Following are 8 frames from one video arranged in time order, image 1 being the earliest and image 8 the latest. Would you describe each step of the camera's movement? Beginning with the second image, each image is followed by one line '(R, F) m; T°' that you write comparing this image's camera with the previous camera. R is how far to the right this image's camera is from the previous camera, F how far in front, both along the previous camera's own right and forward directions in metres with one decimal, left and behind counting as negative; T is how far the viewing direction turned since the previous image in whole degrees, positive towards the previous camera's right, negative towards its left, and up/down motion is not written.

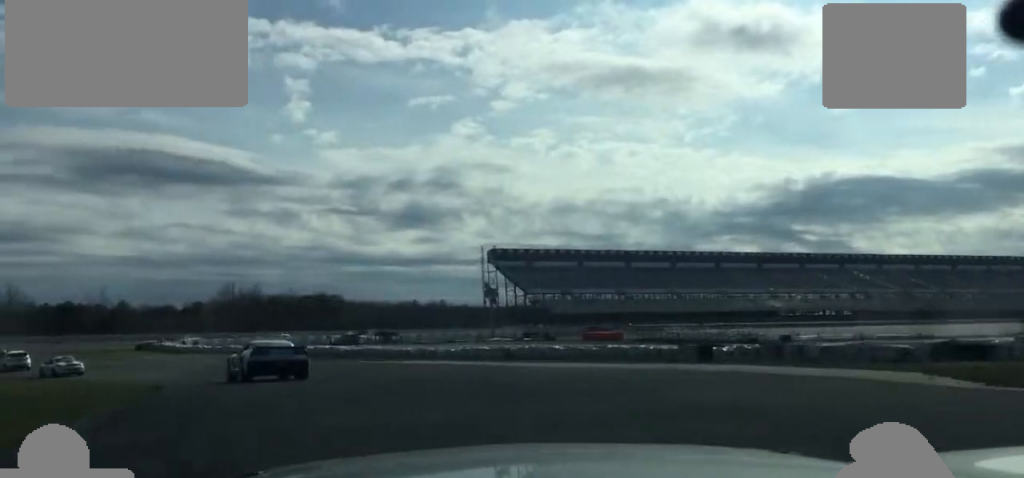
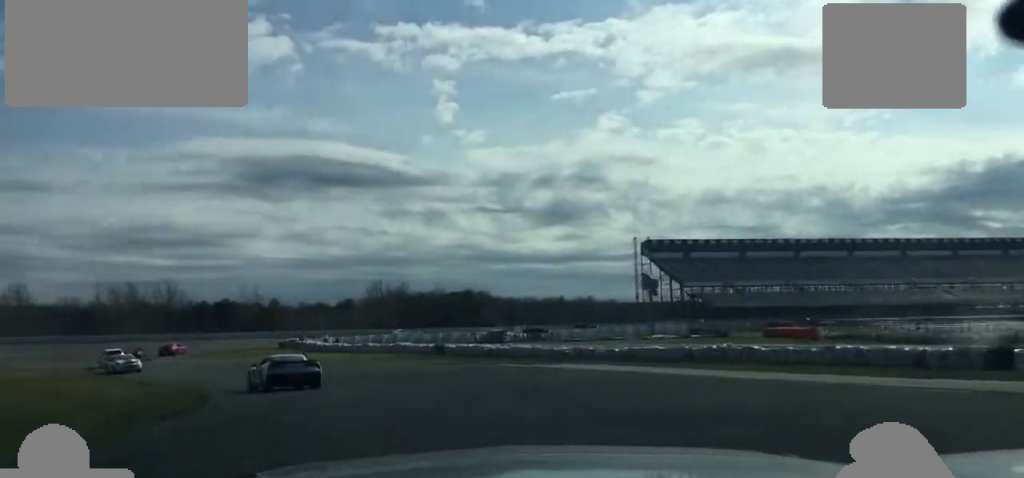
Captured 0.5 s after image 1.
(-0.6, +11.4) m; -11°
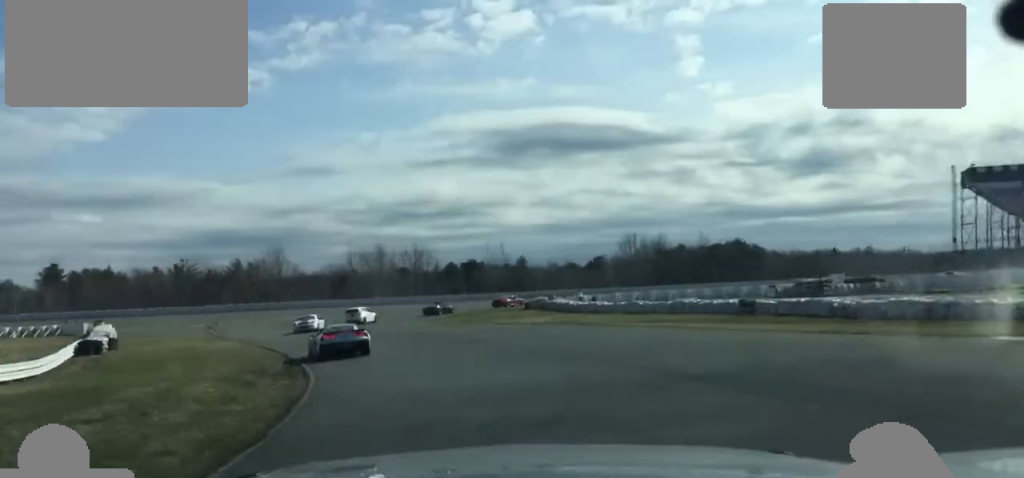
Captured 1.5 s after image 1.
(-3.1, +22.2) m; -13°
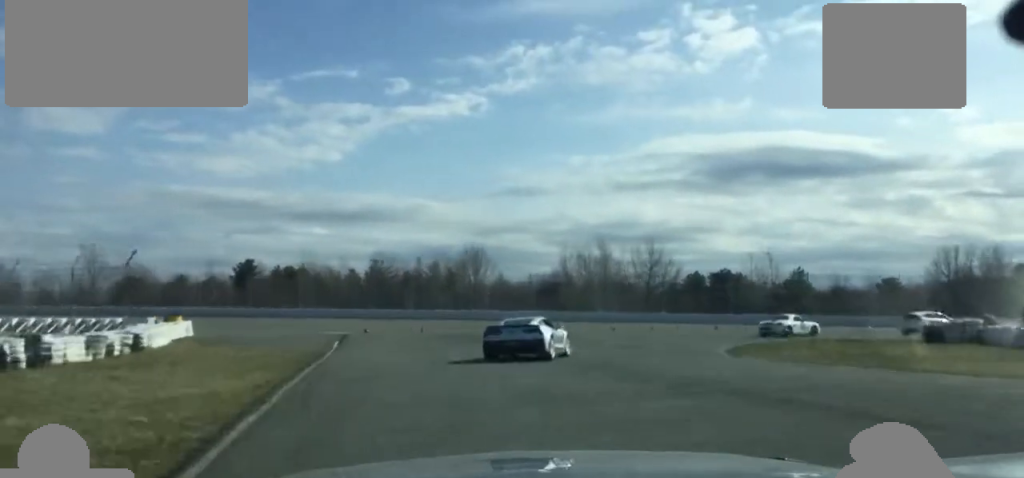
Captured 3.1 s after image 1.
(-3.5, +35.4) m; -4°
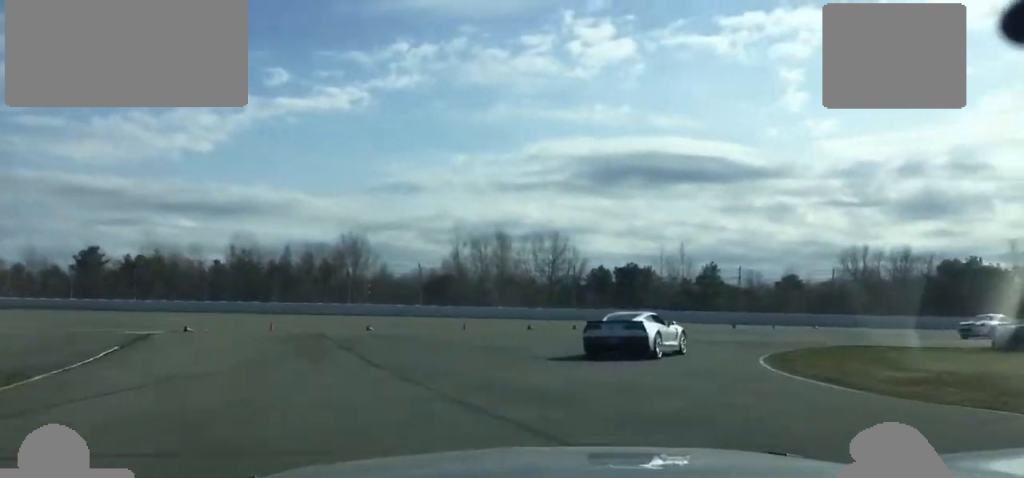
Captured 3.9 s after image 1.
(+0.4, +16.7) m; +8°
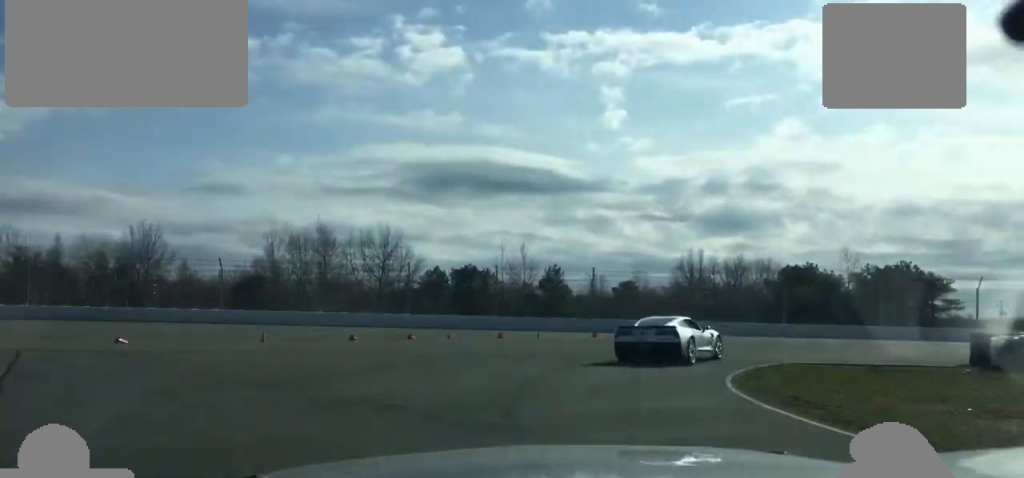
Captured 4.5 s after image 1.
(-0.1, +11.5) m; +10°
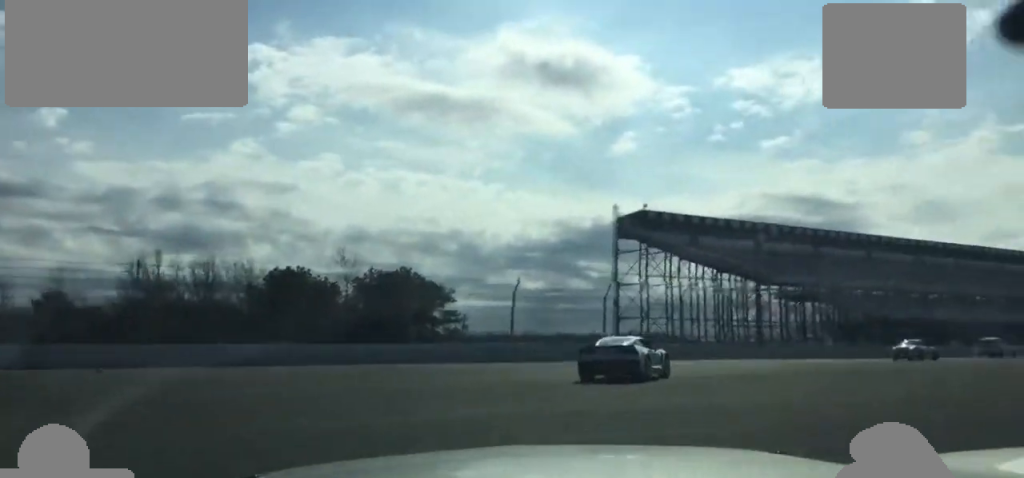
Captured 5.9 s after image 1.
(+8.0, +24.5) m; +34°
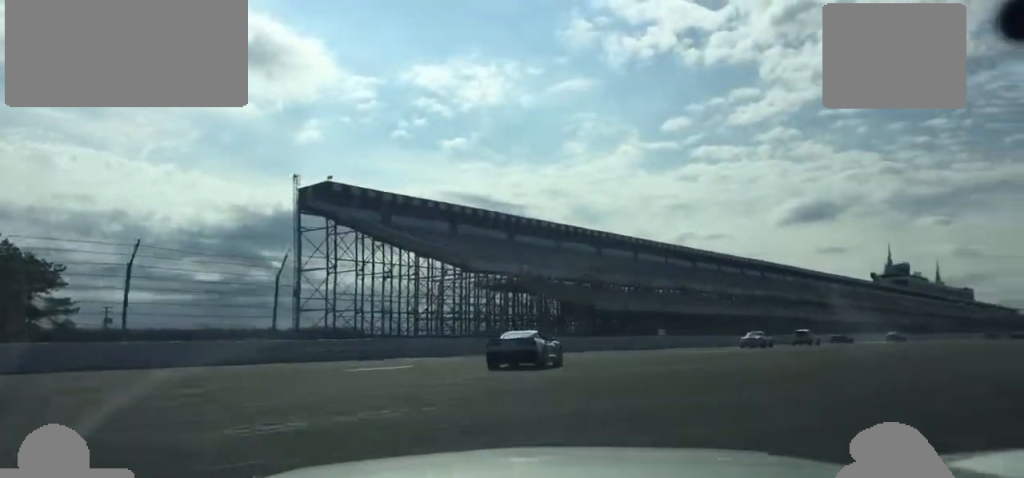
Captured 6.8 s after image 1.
(+3.4, +17.3) m; +20°
